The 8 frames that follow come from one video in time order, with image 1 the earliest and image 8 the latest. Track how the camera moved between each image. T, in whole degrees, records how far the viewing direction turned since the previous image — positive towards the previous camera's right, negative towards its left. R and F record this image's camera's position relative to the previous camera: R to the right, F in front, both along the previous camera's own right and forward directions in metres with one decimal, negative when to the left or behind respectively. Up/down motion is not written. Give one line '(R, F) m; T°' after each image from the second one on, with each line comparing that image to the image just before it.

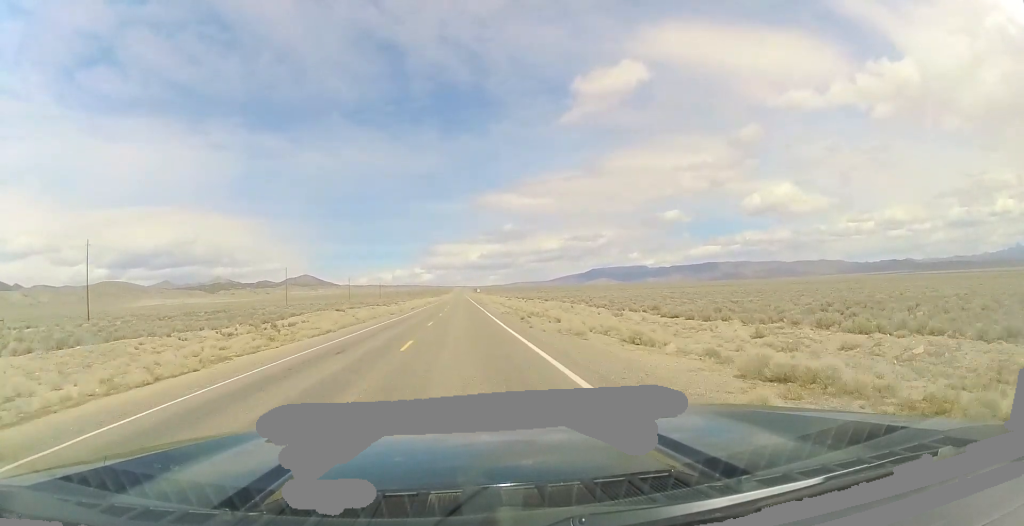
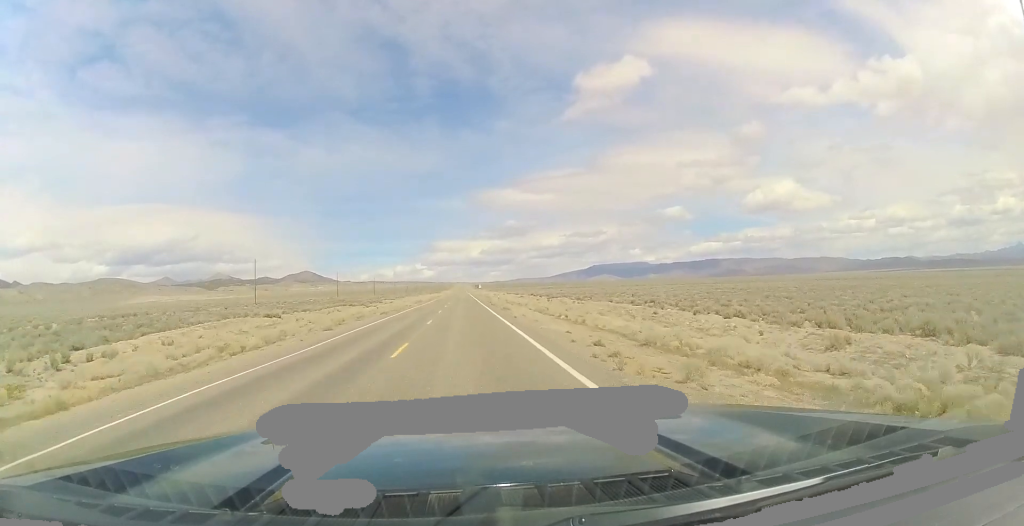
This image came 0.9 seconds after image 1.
(-0.8, +29.8) m; -1°
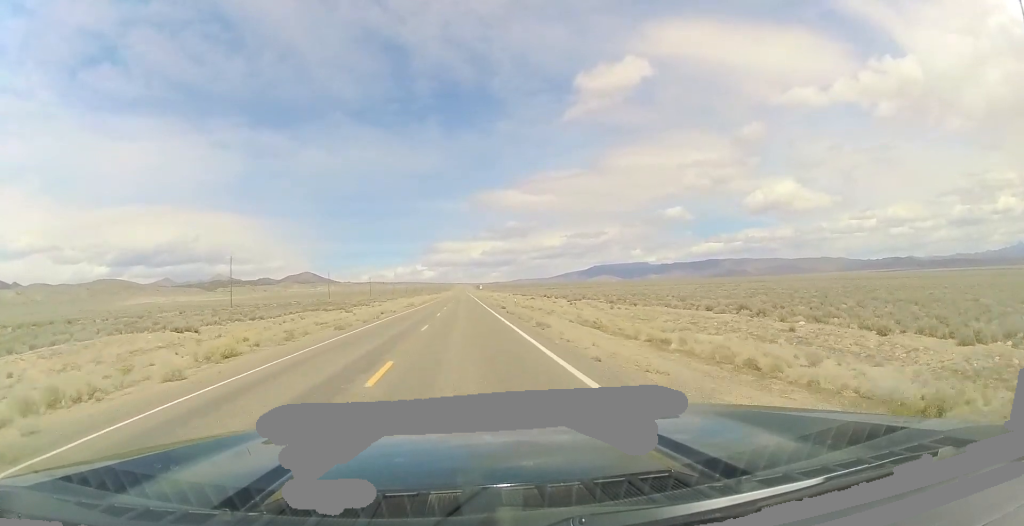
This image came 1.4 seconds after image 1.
(+0.3, +17.6) m; +1°
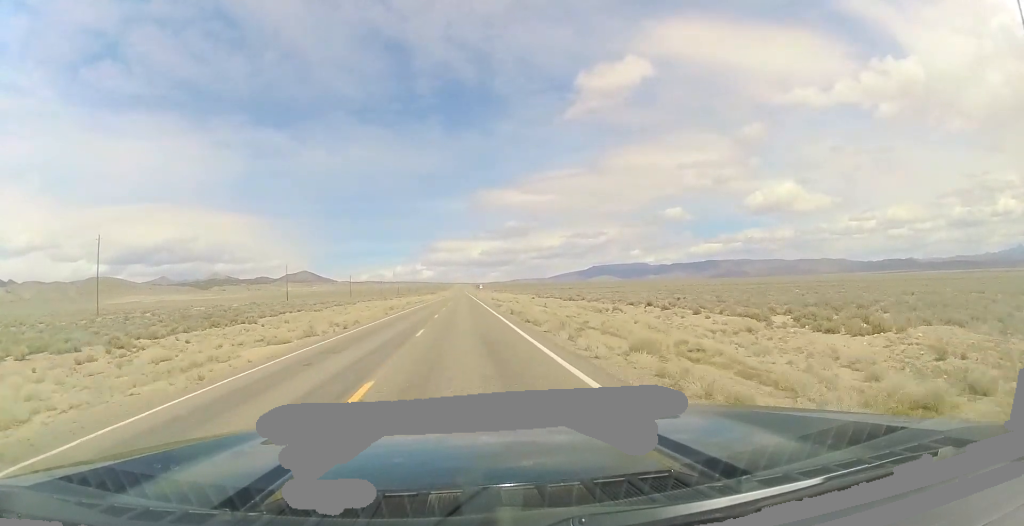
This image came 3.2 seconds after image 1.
(+0.4, +57.3) m; 0°
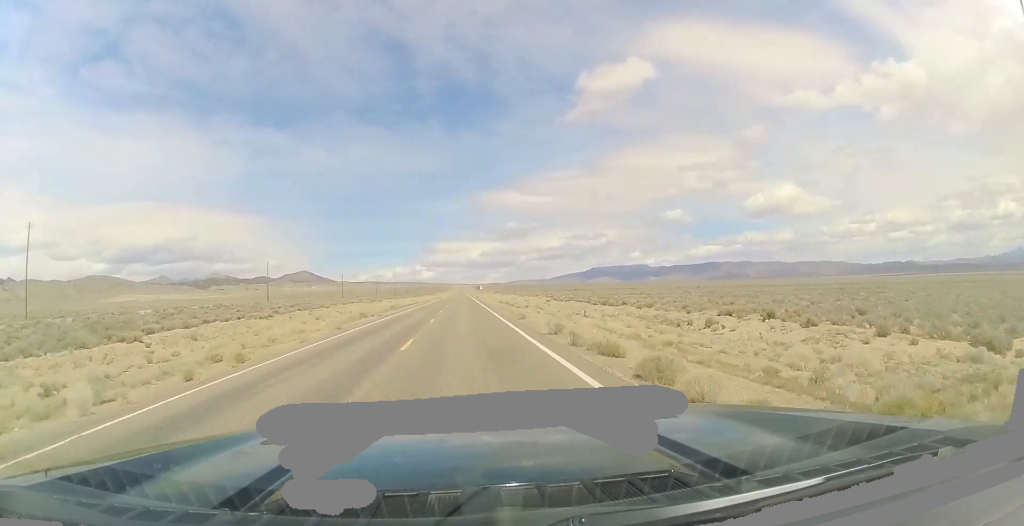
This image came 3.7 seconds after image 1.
(-0.1, +18.7) m; 0°
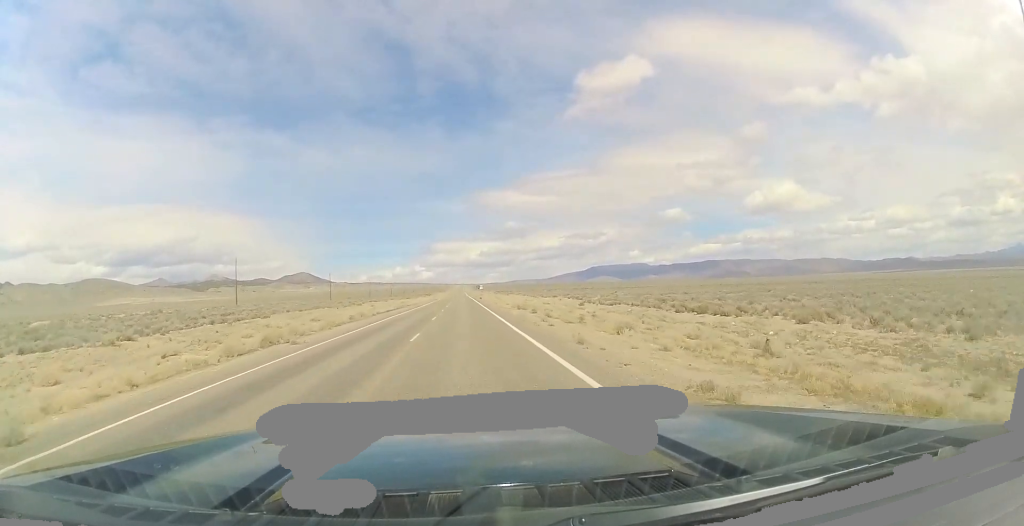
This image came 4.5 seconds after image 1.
(+0.1, +24.3) m; 0°
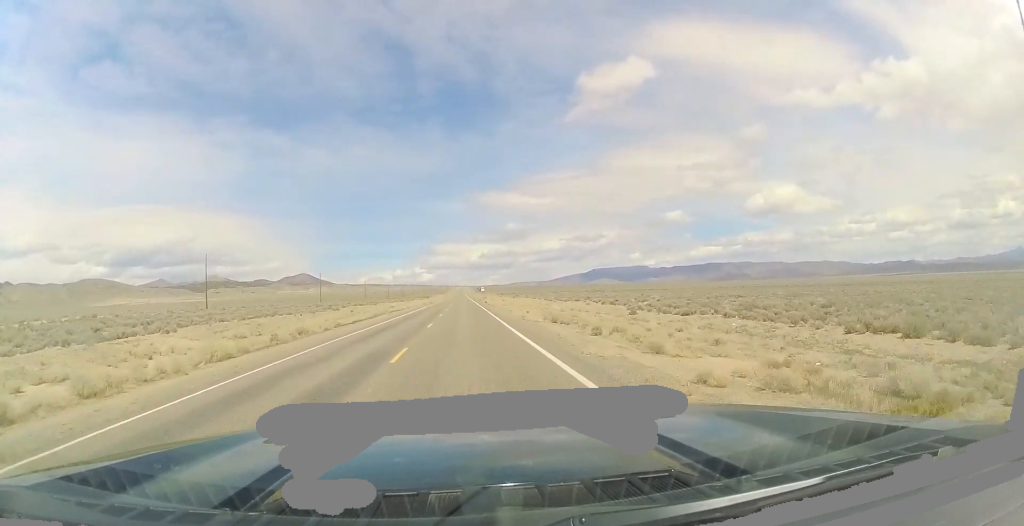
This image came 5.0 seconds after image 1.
(+0.1, +18.7) m; 0°
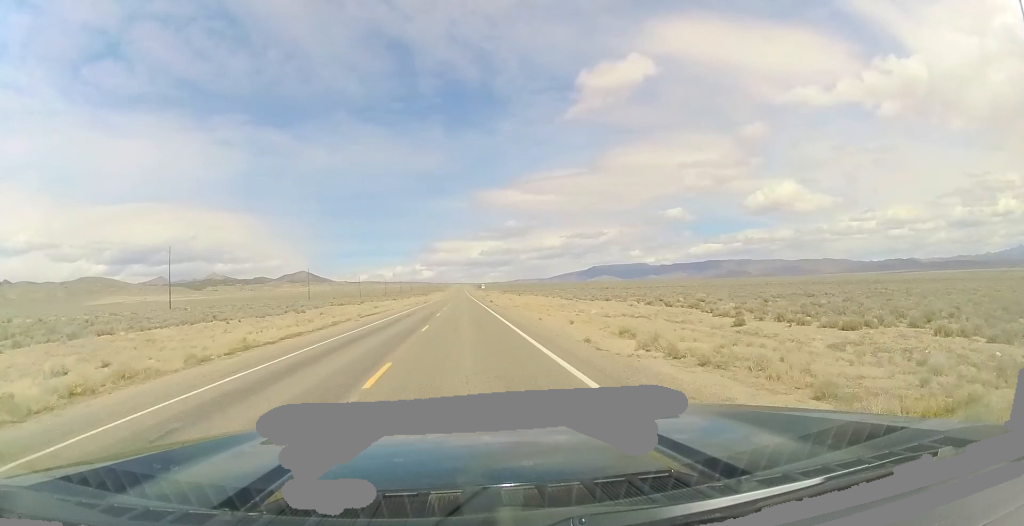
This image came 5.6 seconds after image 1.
(-0.1, +17.7) m; 0°
